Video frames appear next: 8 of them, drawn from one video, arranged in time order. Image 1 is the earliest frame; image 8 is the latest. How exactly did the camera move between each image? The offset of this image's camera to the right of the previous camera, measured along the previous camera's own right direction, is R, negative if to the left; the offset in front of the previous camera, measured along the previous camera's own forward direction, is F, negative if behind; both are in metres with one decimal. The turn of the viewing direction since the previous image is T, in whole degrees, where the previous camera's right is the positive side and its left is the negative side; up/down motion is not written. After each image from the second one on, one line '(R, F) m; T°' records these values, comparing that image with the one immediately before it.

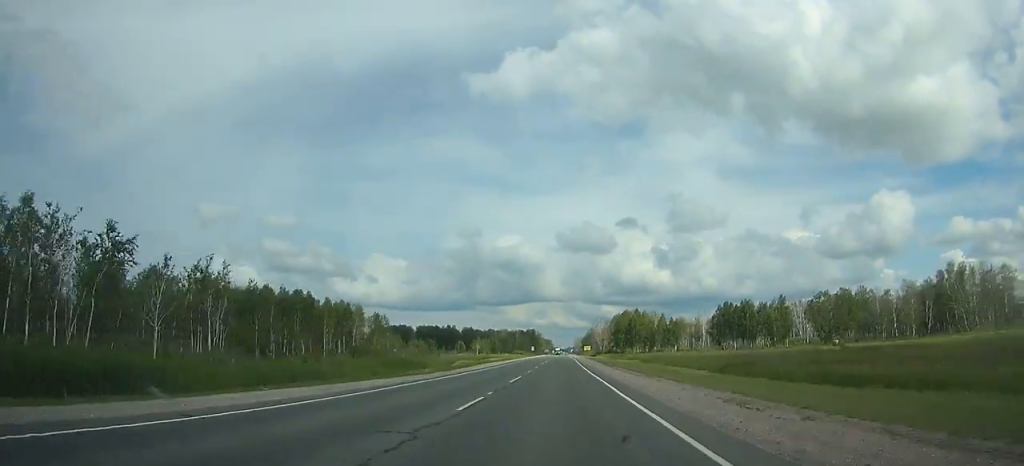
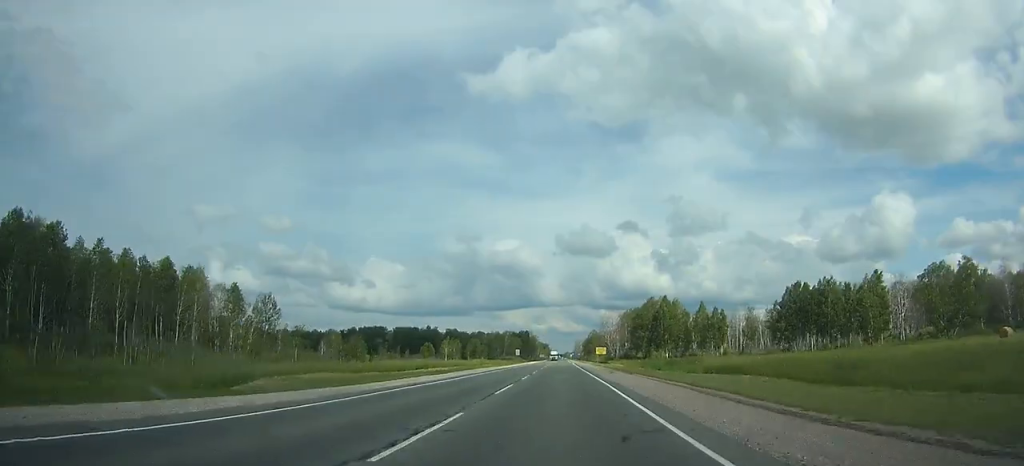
(+0.1, +68.0) m; 0°
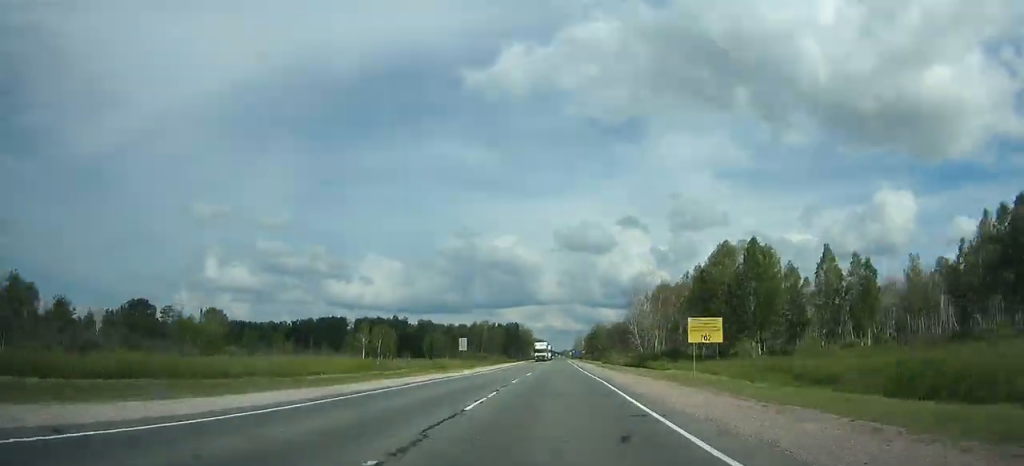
(0.0, +78.8) m; 0°
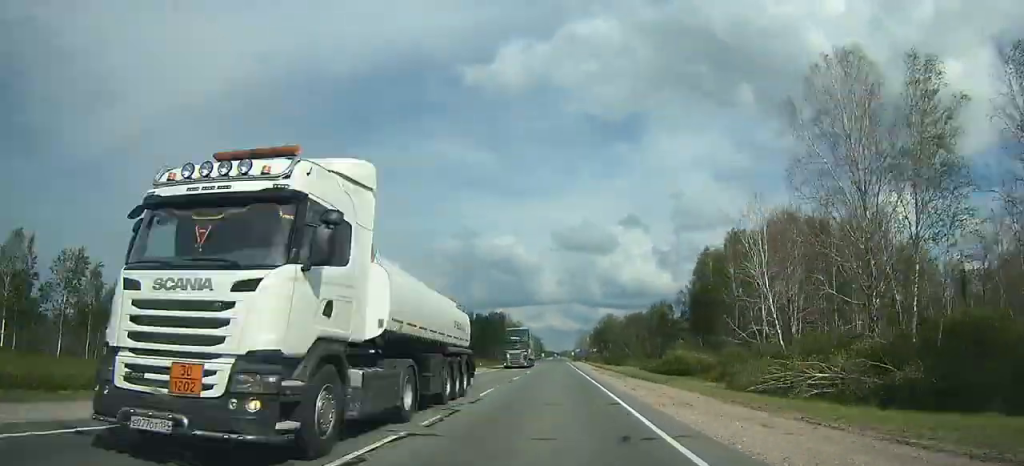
(0.0, +76.8) m; 0°
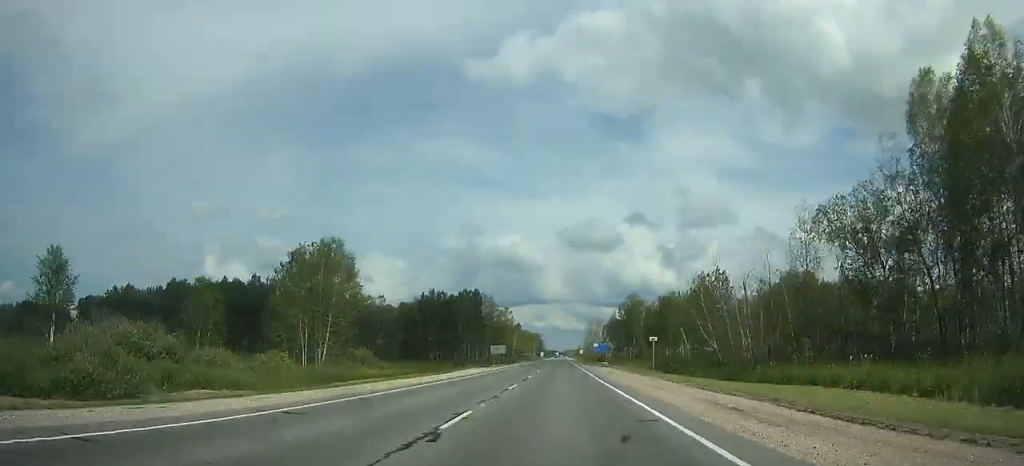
(-0.3, +77.3) m; 0°
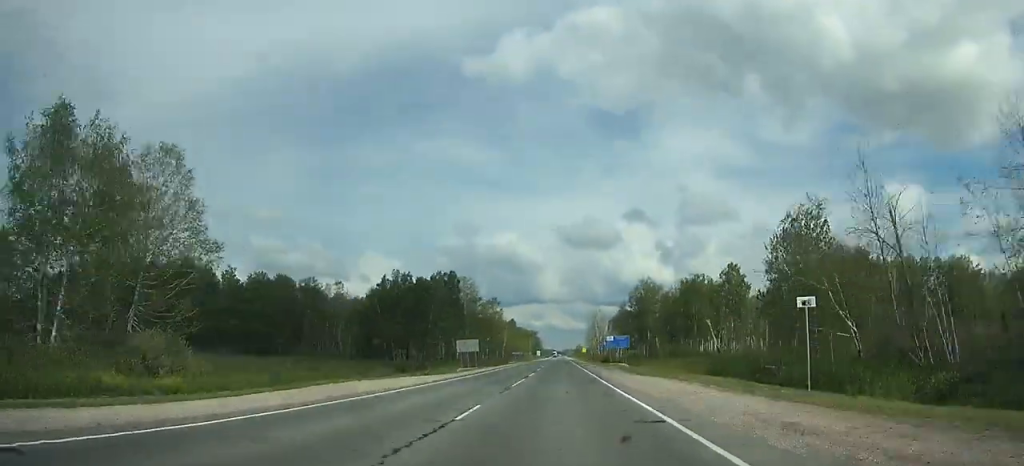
(0.0, +34.4) m; 0°
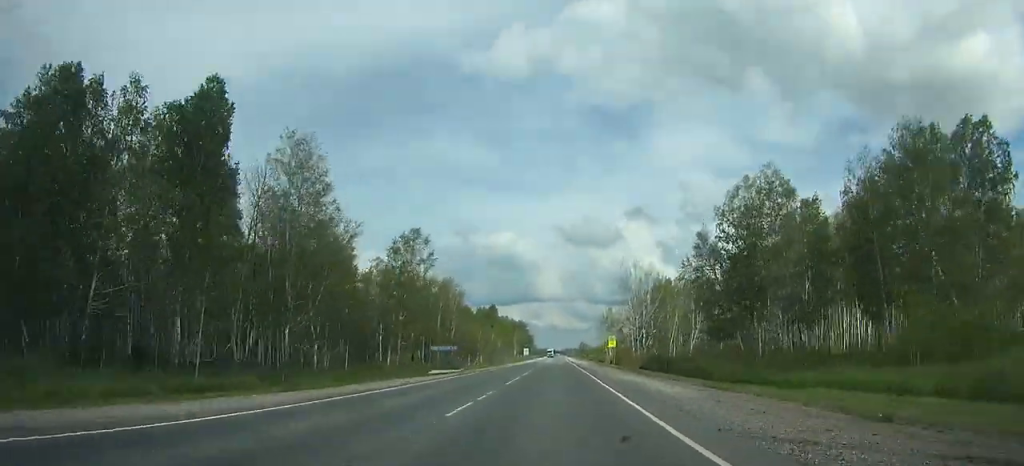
(0.0, +95.6) m; 0°
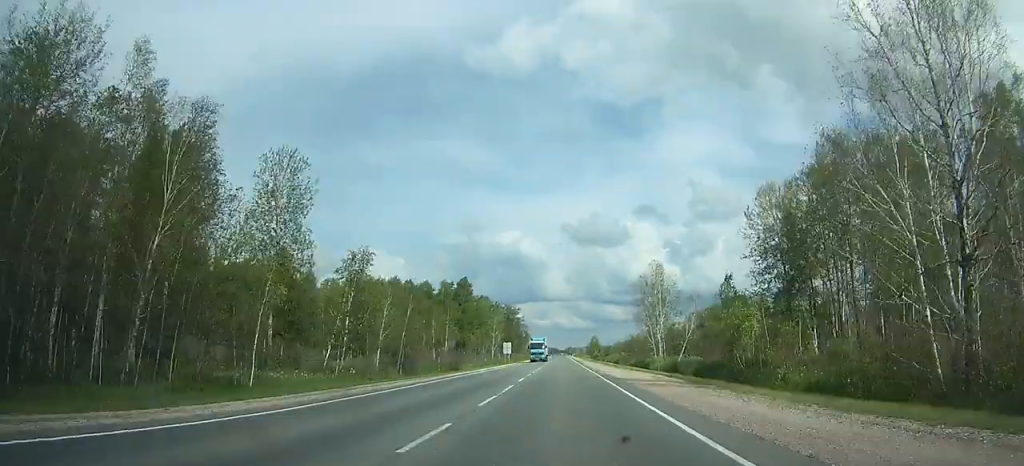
(-0.1, +83.1) m; 0°
